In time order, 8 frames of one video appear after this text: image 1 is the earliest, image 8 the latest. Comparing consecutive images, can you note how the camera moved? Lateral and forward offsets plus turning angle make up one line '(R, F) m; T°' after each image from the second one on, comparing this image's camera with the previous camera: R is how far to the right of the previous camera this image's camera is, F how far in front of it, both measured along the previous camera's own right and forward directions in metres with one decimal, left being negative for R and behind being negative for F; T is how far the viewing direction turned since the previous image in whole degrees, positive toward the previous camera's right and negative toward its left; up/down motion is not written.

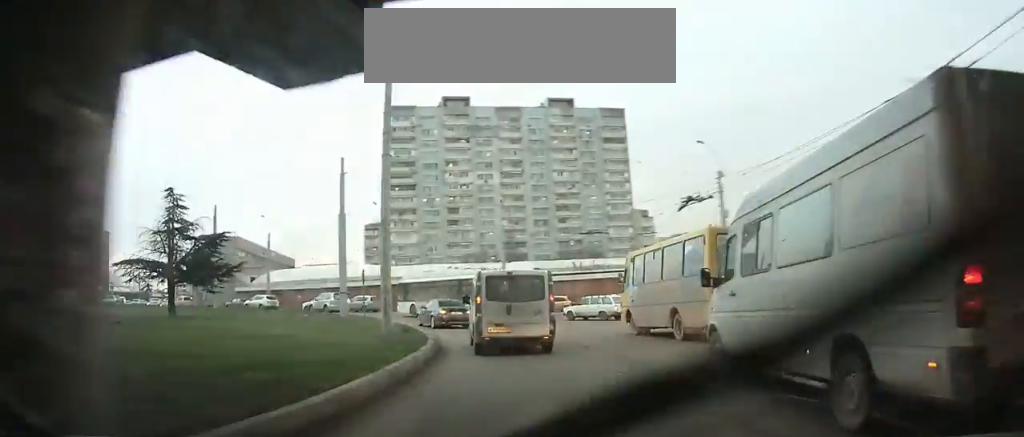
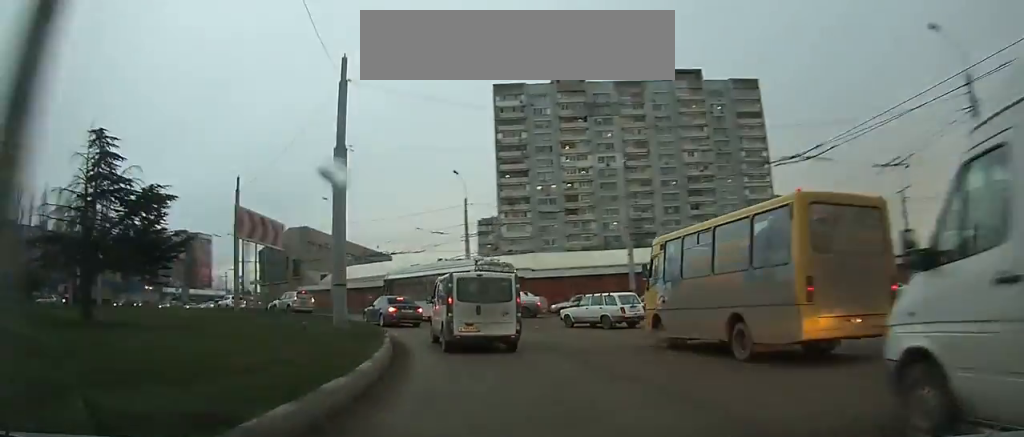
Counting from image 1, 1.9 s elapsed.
(-2.0, +14.4) m; -14°
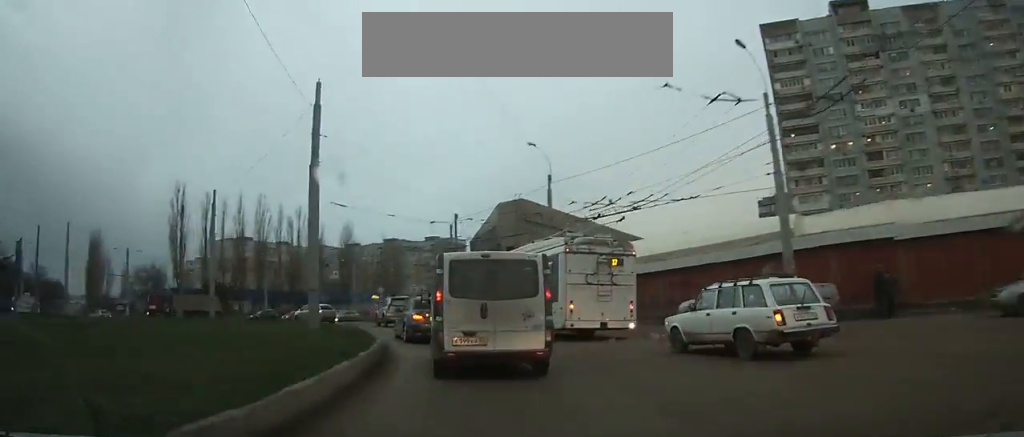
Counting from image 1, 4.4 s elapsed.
(-2.7, +19.0) m; -16°
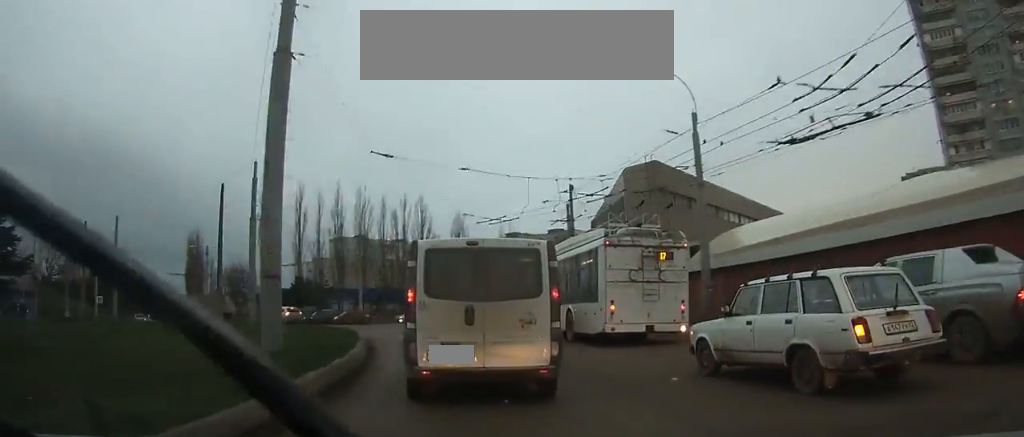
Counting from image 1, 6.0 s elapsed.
(-1.3, +11.6) m; -9°
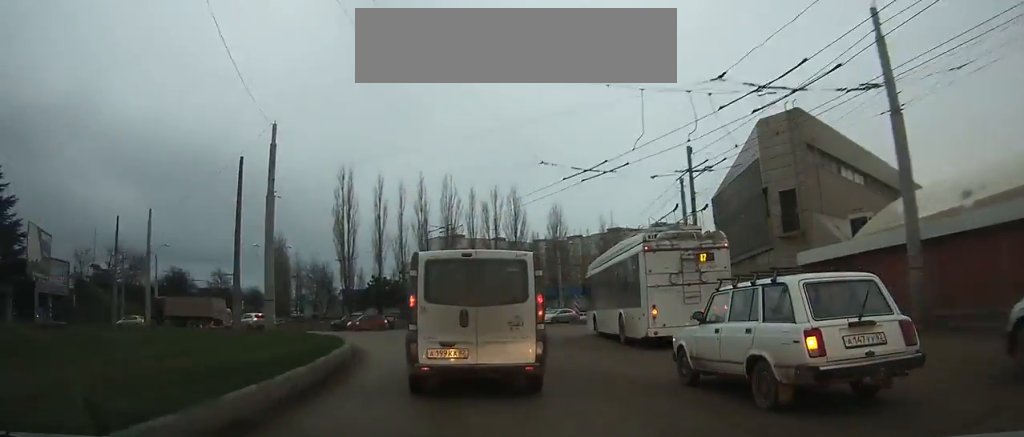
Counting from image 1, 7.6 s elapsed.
(-0.8, +11.7) m; -6°
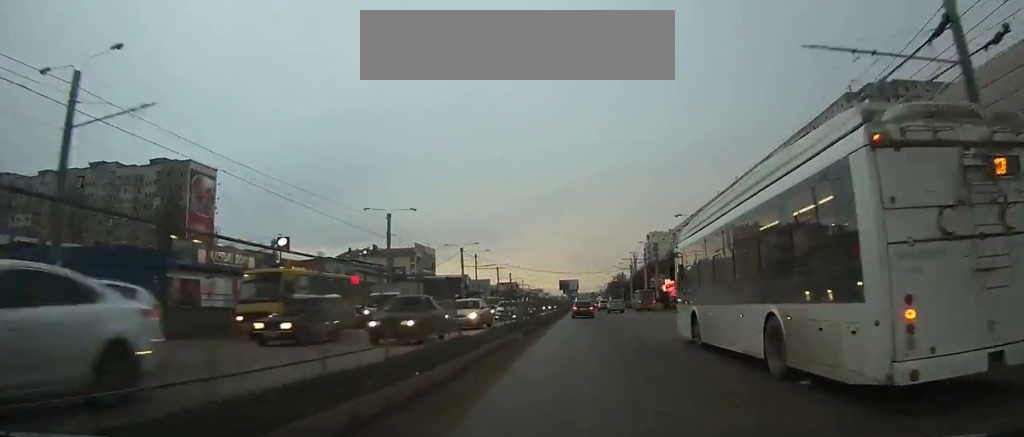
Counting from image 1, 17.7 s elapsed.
(+34.7, +87.7) m; +40°
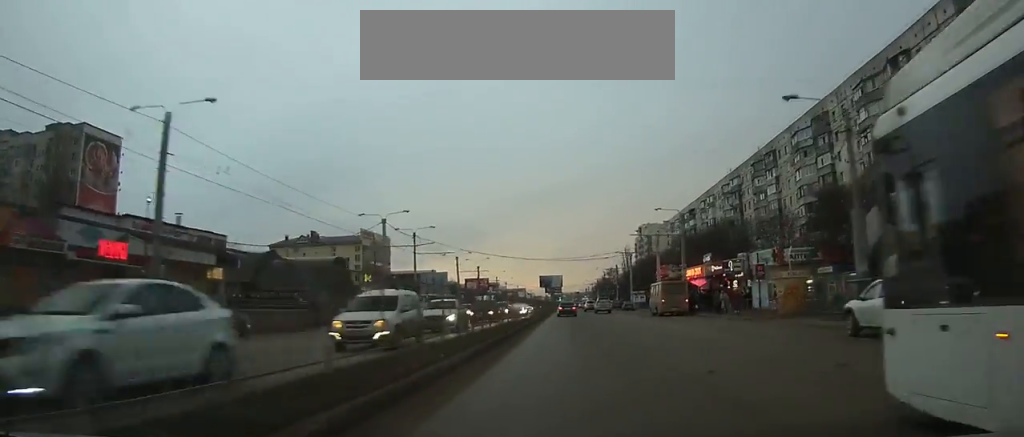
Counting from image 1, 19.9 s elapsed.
(+0.7, +31.3) m; +1°
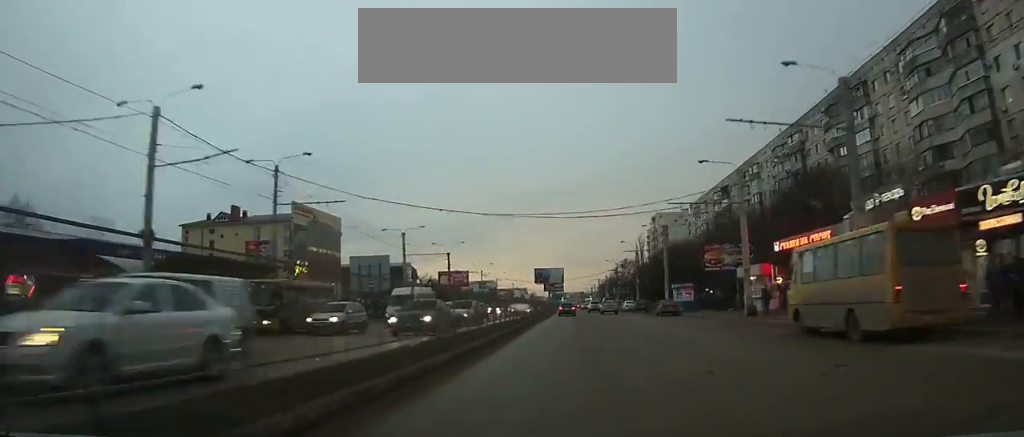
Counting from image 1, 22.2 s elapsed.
(-0.1, +35.9) m; 0°
